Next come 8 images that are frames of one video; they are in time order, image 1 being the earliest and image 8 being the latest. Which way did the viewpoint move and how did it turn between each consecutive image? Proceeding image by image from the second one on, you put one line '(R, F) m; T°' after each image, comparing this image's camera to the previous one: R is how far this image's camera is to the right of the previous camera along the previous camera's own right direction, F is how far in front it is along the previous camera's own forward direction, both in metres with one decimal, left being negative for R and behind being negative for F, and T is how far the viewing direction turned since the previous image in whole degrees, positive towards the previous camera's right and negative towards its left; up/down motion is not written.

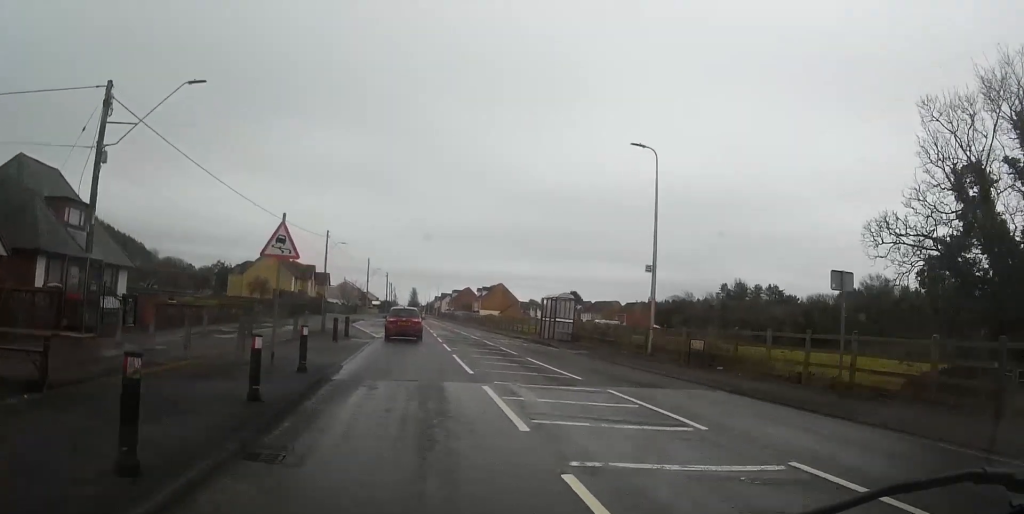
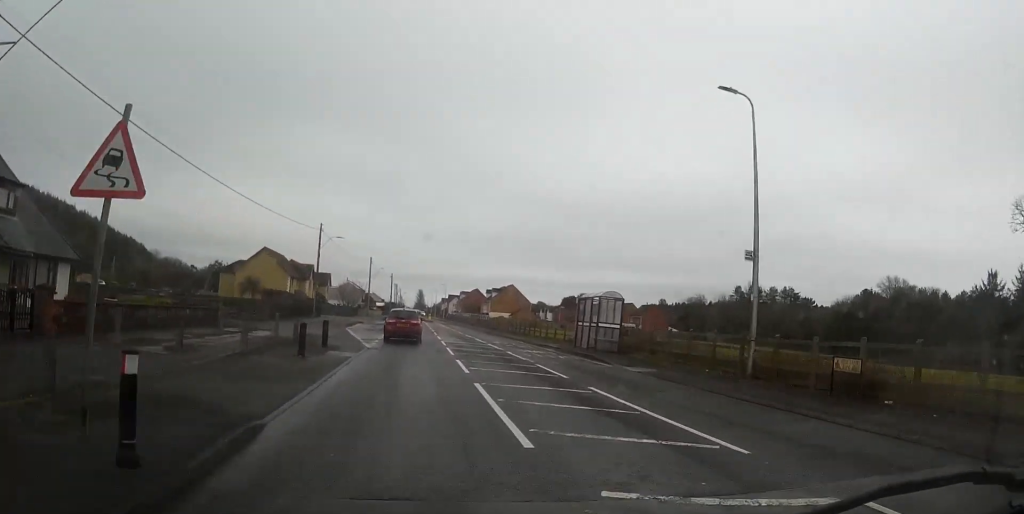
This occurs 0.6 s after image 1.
(0.0, +7.6) m; 0°
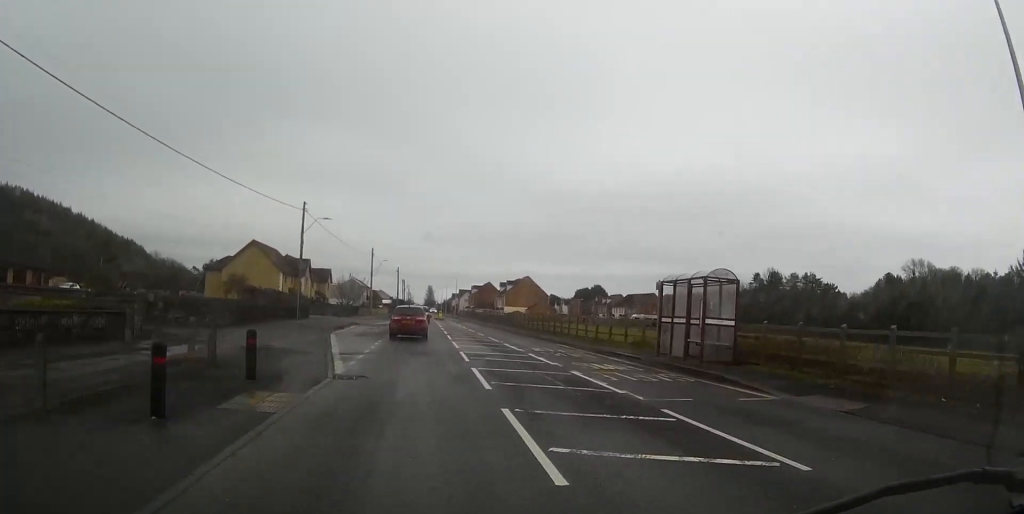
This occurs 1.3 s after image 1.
(0.0, +9.9) m; -1°
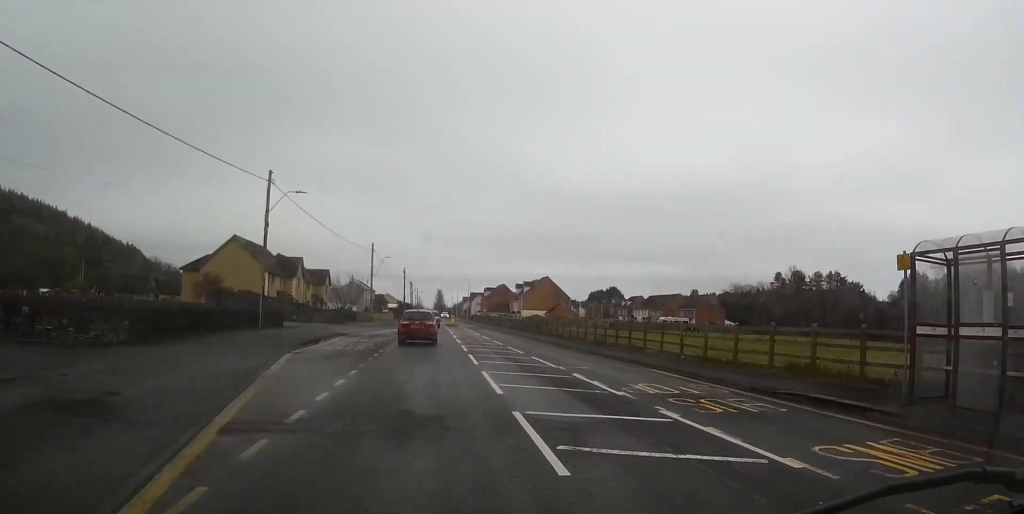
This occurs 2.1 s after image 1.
(-0.2, +11.3) m; -1°
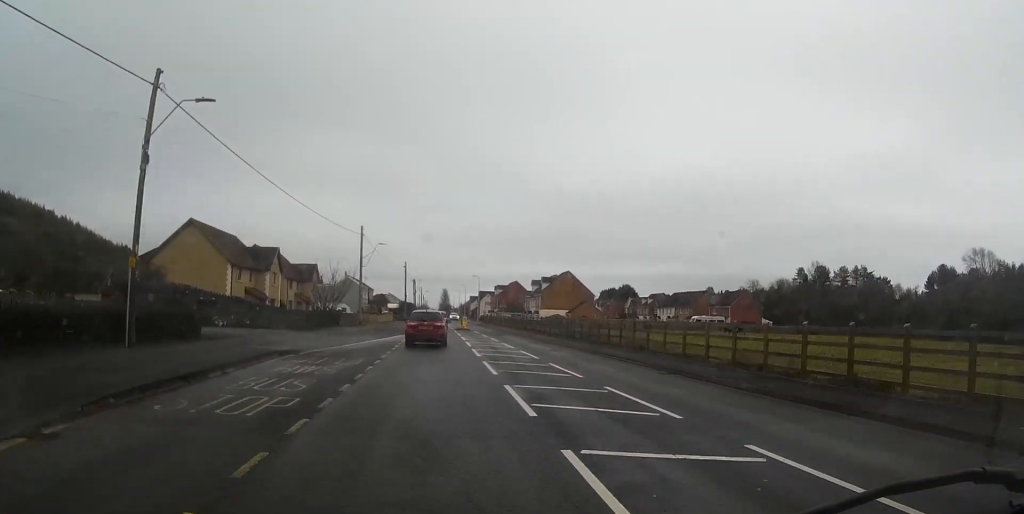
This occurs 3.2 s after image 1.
(-0.1, +14.2) m; 0°
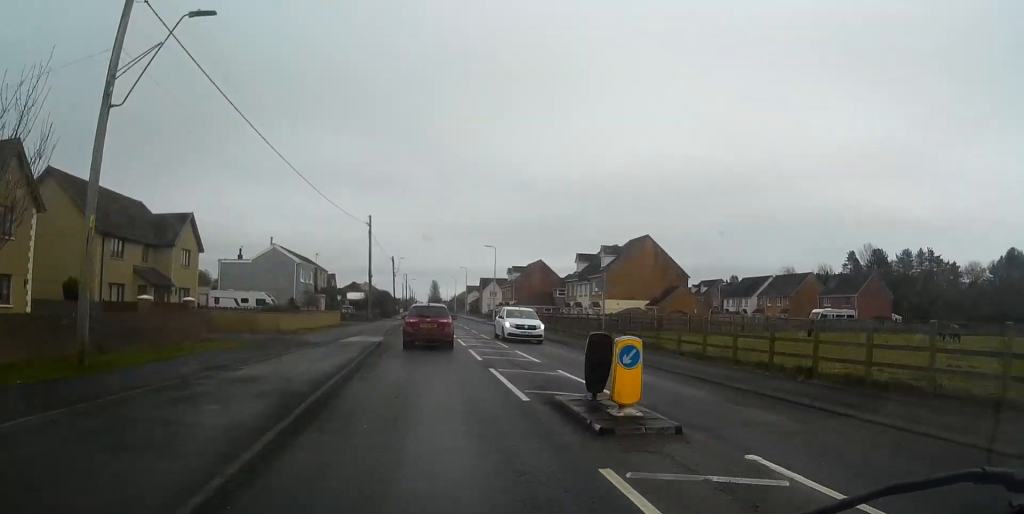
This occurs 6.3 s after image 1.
(-0.3, +43.1) m; 0°
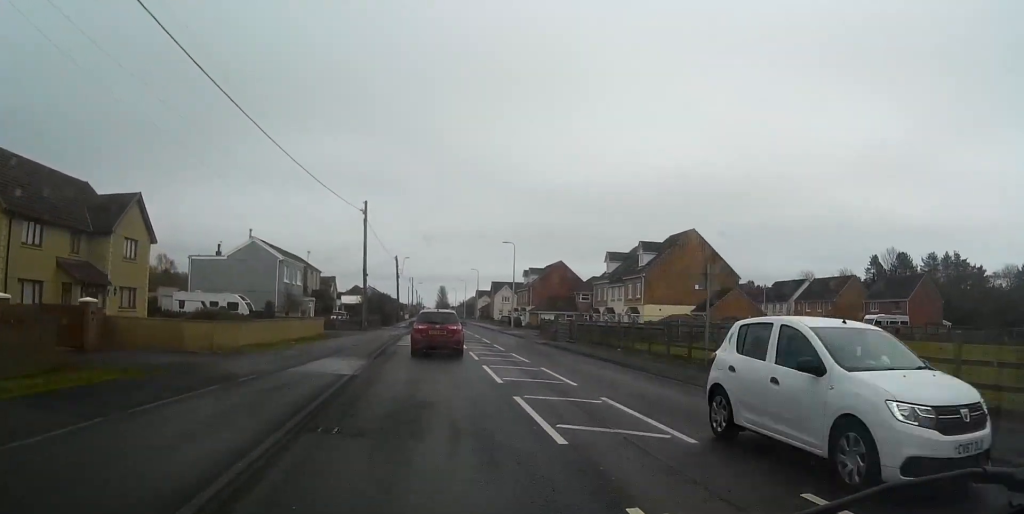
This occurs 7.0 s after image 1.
(0.0, +9.7) m; -1°
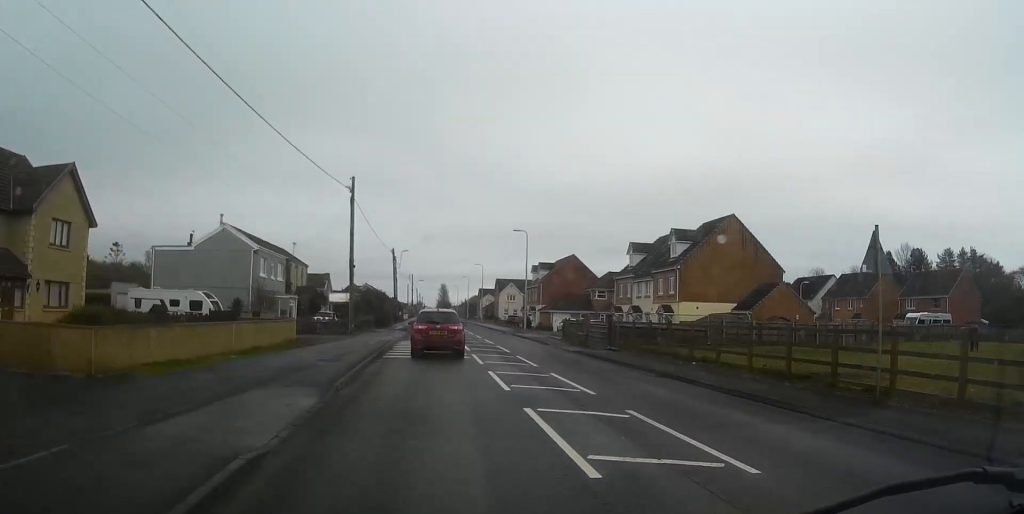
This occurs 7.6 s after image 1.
(0.0, +7.4) m; -1°
